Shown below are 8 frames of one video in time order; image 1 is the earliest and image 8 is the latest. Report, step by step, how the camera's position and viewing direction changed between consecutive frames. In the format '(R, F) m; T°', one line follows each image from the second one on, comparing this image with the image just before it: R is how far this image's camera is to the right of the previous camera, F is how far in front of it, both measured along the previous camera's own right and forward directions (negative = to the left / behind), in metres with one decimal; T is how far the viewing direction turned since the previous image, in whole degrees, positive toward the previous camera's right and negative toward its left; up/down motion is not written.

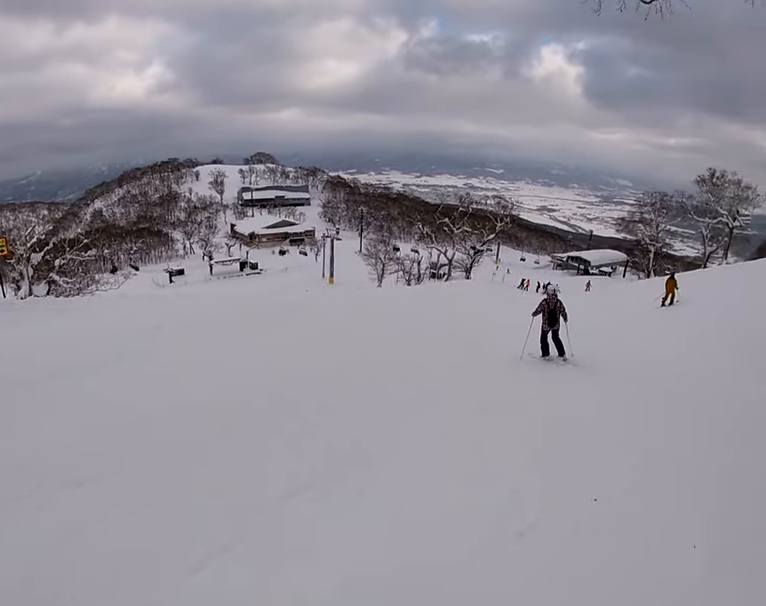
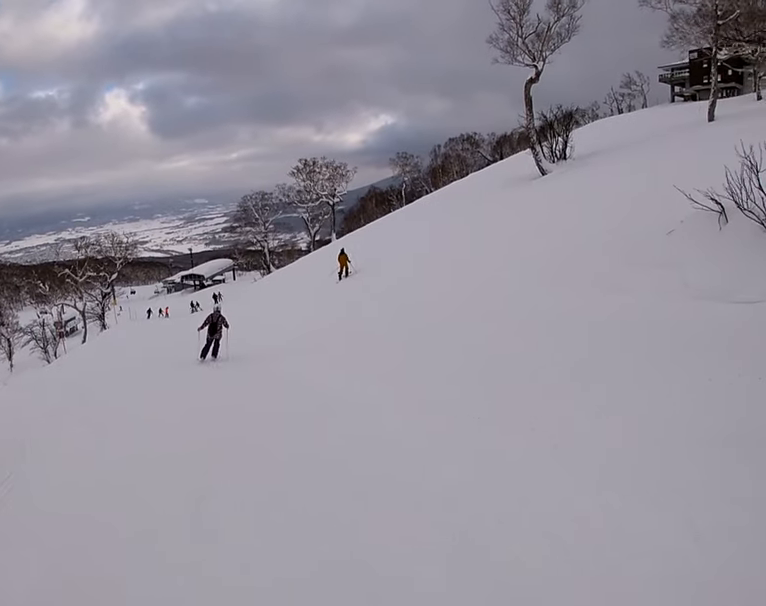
(+0.8, +4.9) m; +33°
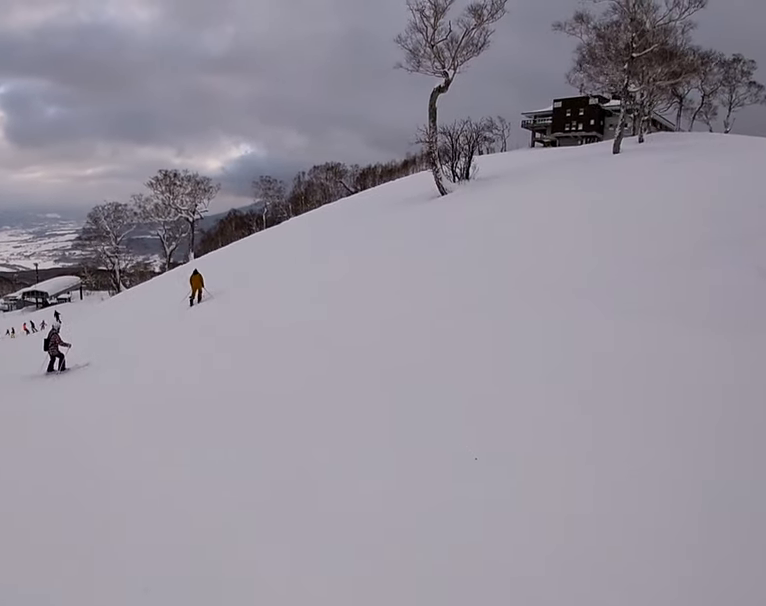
(+2.0, +5.7) m; +19°
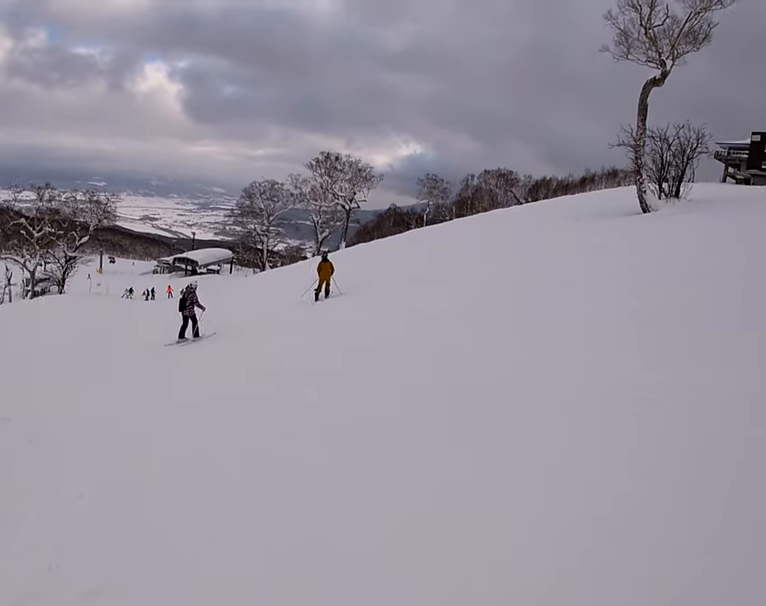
(0.0, +3.8) m; -7°
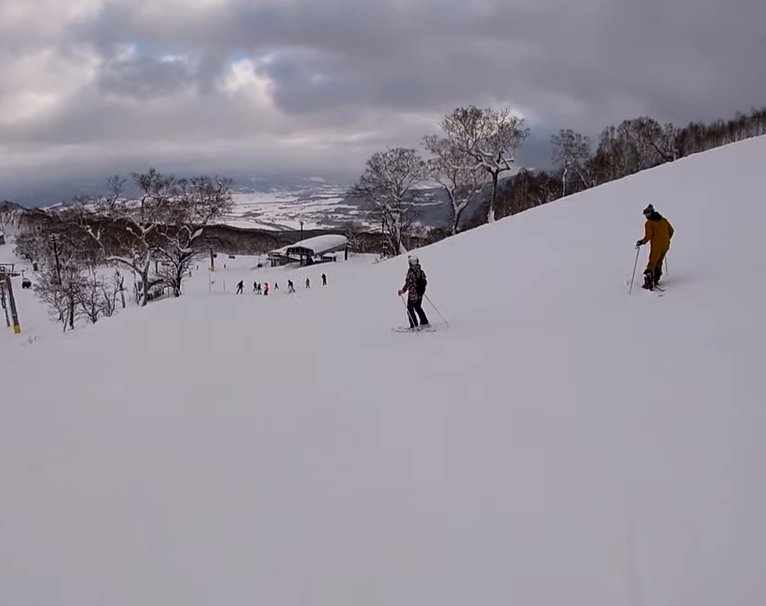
(-1.8, +8.0) m; -8°
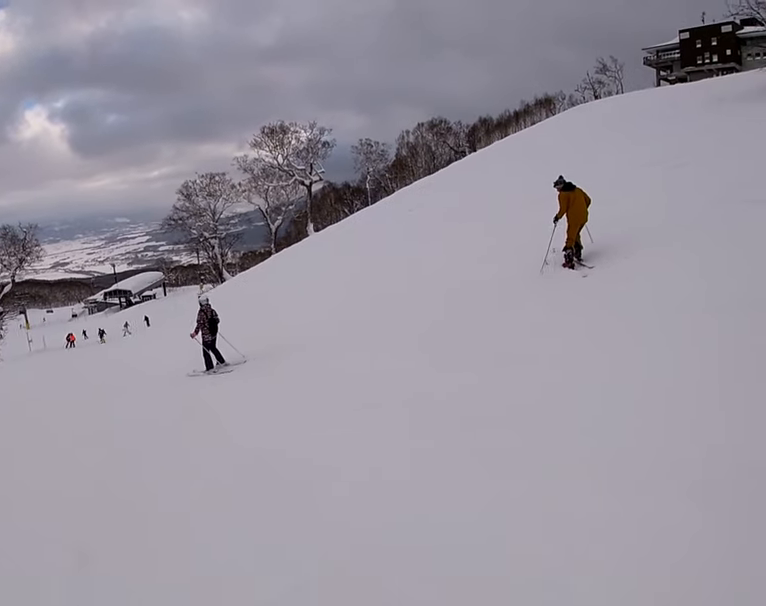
(+0.7, +2.8) m; +10°
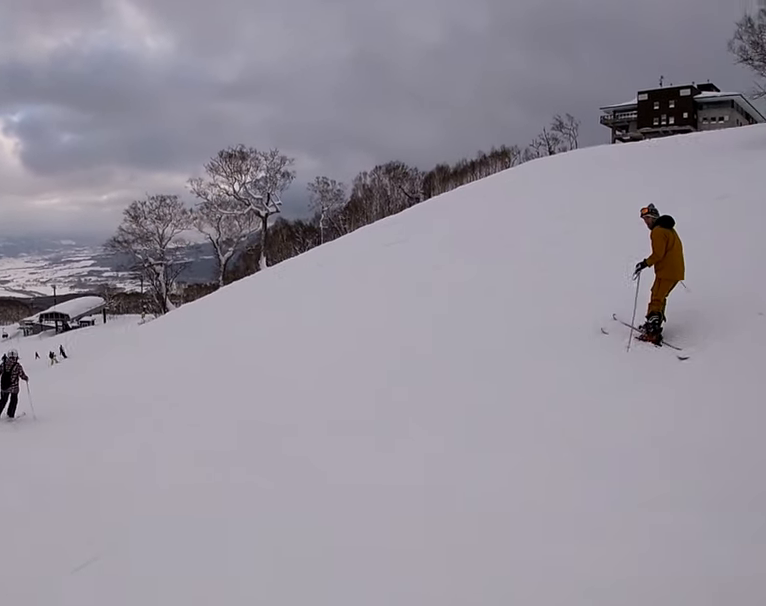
(+0.2, +4.1) m; -7°
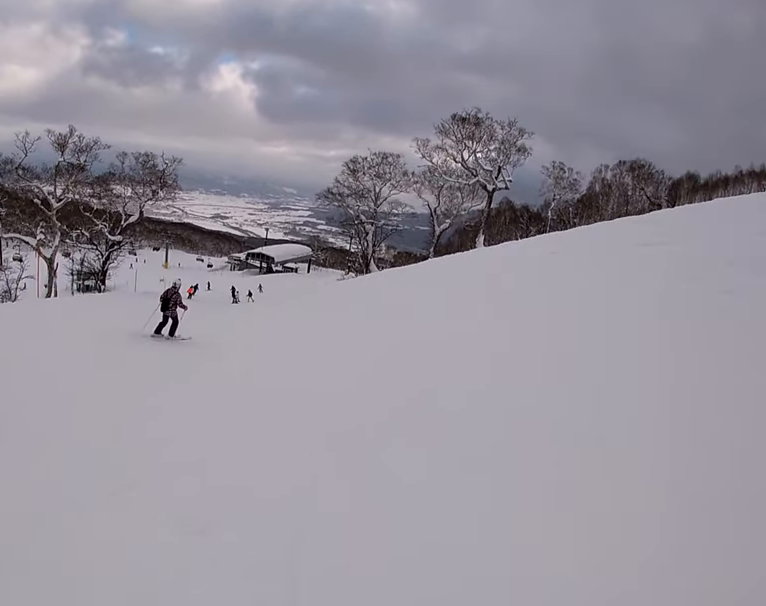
(-0.3, +3.1) m; -6°
